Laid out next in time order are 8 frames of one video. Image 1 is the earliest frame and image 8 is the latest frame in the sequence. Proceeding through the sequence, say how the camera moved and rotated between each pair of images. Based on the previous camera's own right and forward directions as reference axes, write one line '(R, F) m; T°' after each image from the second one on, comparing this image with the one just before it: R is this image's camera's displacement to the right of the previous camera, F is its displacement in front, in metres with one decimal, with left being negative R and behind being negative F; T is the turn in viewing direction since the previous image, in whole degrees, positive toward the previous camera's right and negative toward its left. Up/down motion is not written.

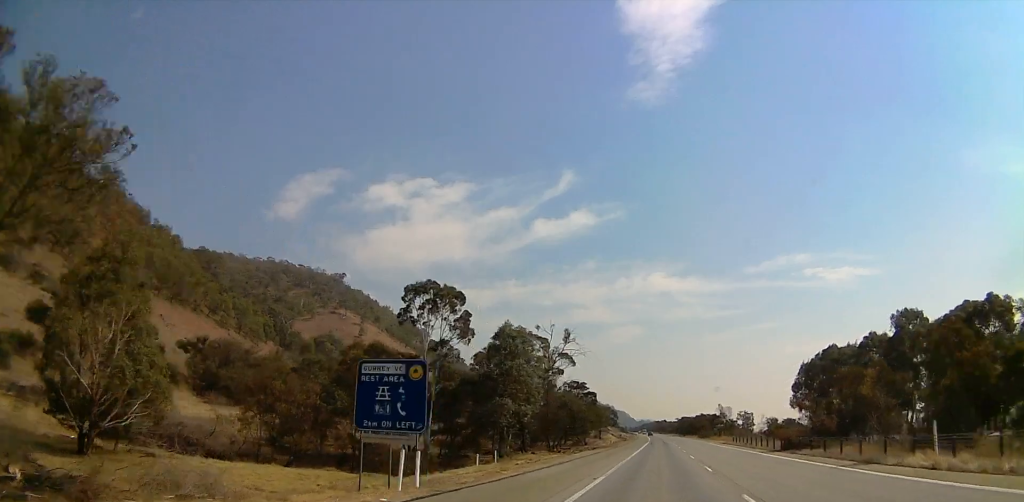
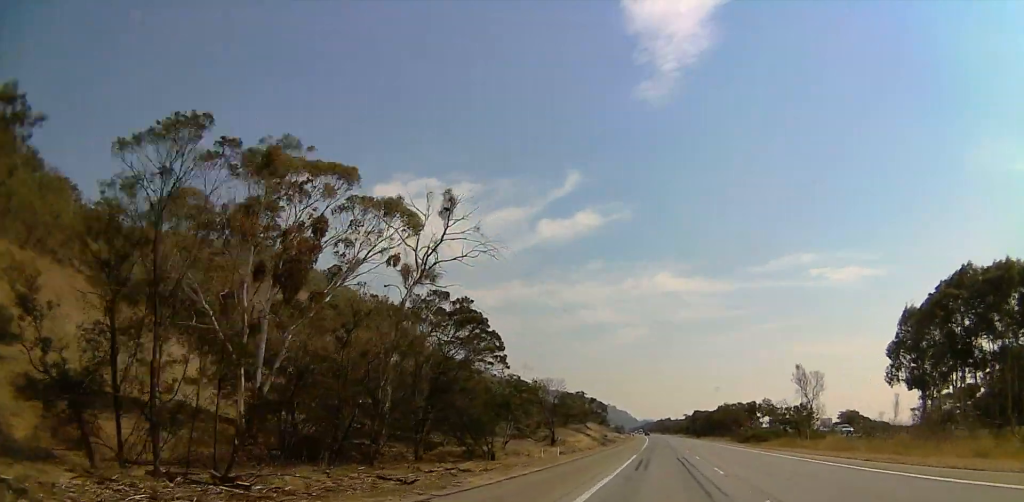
(0.0, +62.3) m; 0°
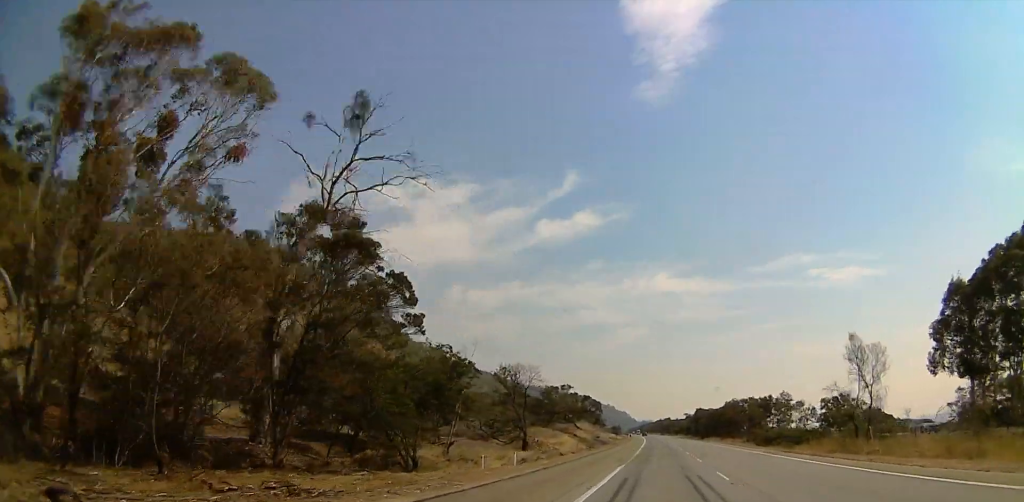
(0.0, +15.5) m; 0°
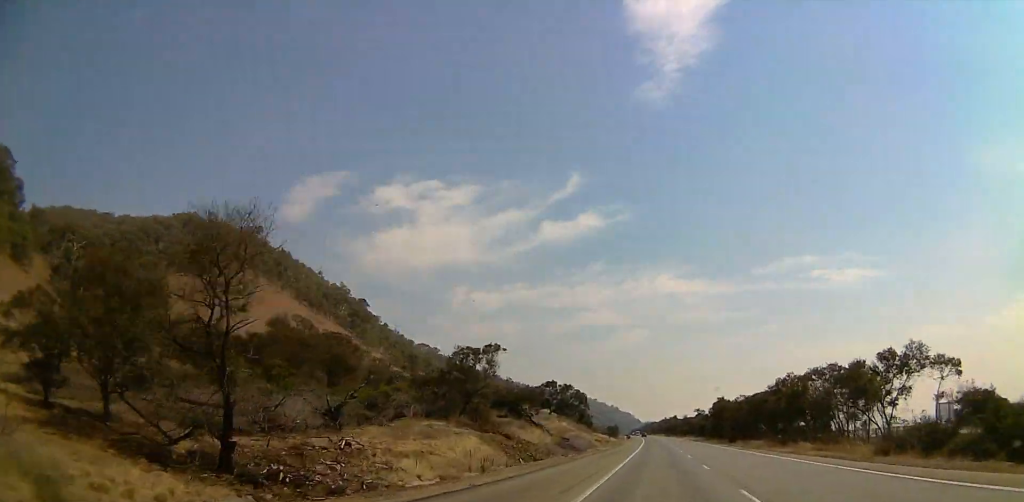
(0.0, +45.1) m; 0°
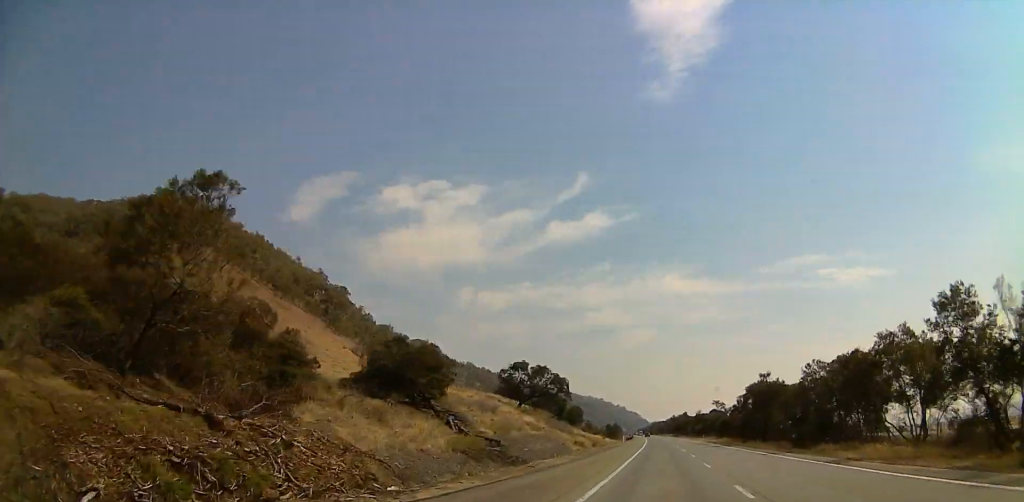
(0.0, +38.1) m; 0°
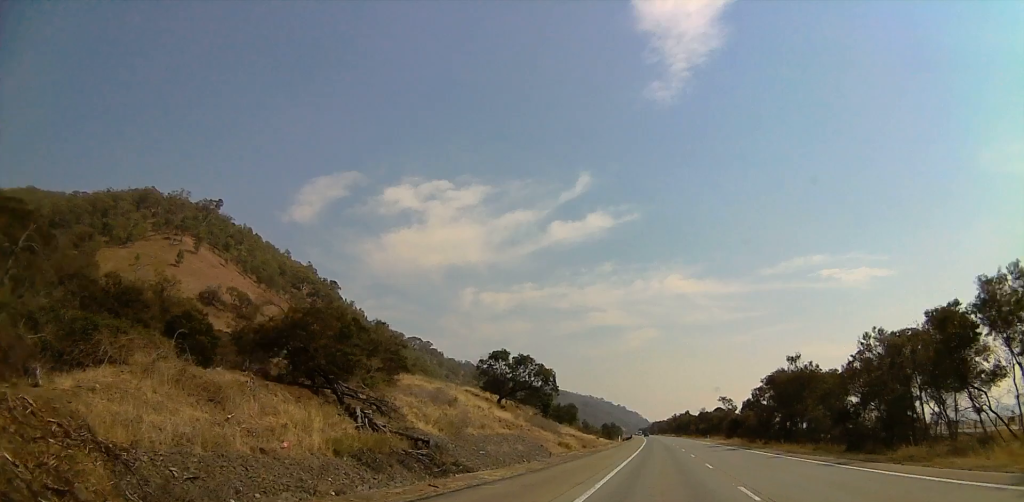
(0.0, +14.0) m; 0°
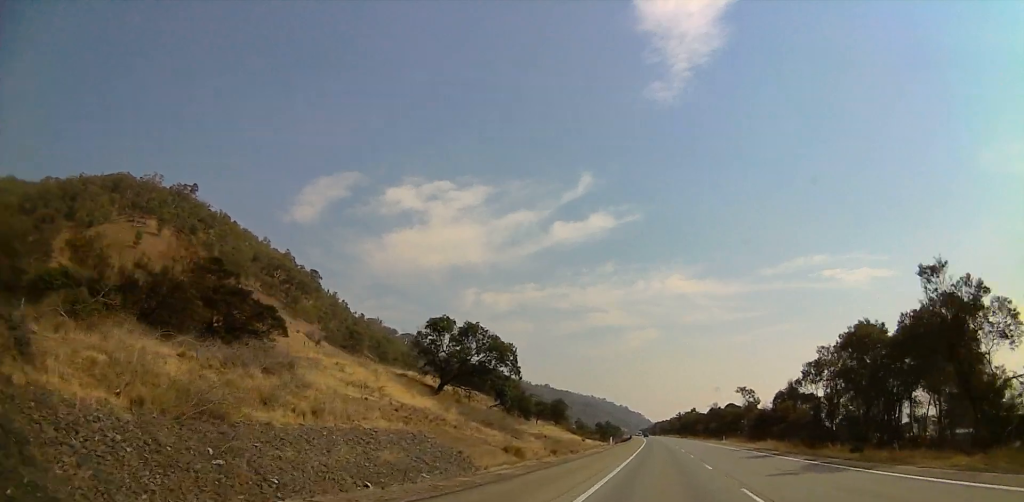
(-0.1, +27.3) m; -1°
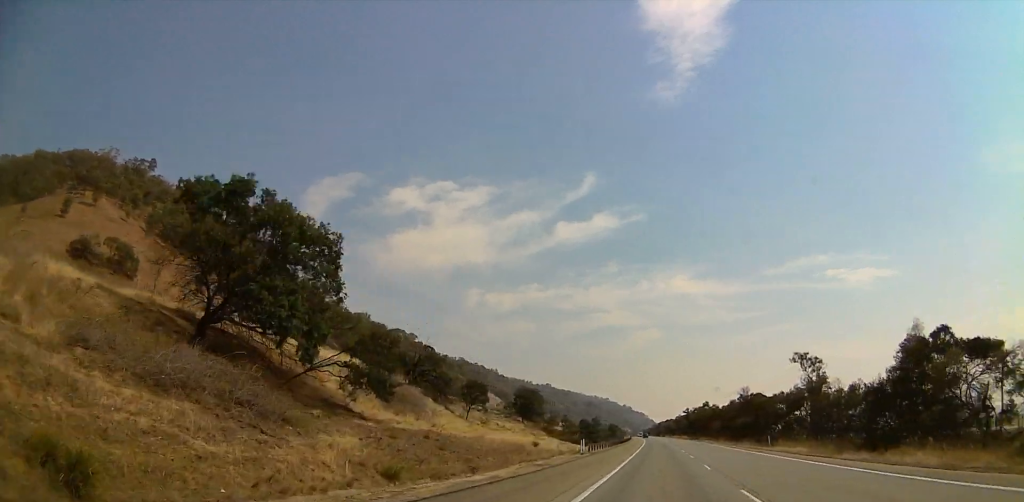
(-0.8, +40.9) m; -1°
